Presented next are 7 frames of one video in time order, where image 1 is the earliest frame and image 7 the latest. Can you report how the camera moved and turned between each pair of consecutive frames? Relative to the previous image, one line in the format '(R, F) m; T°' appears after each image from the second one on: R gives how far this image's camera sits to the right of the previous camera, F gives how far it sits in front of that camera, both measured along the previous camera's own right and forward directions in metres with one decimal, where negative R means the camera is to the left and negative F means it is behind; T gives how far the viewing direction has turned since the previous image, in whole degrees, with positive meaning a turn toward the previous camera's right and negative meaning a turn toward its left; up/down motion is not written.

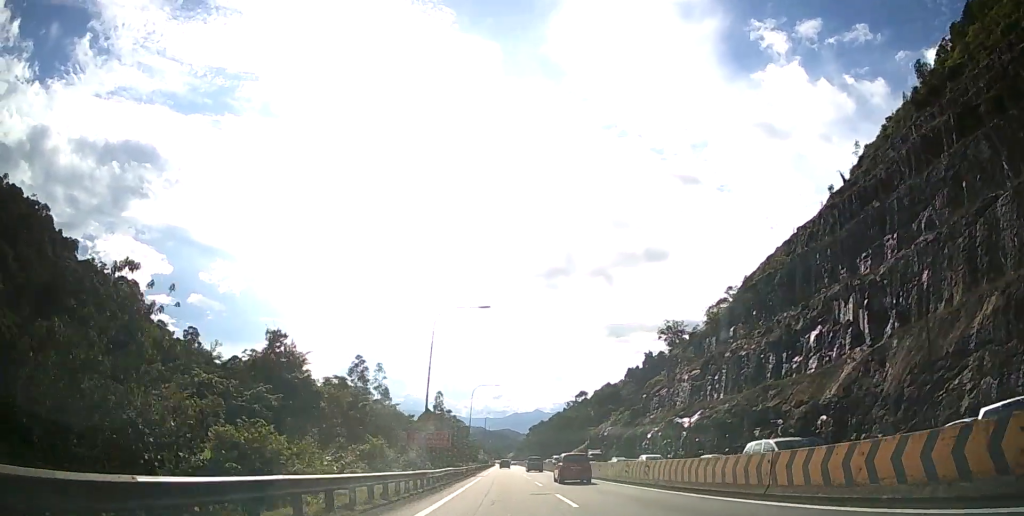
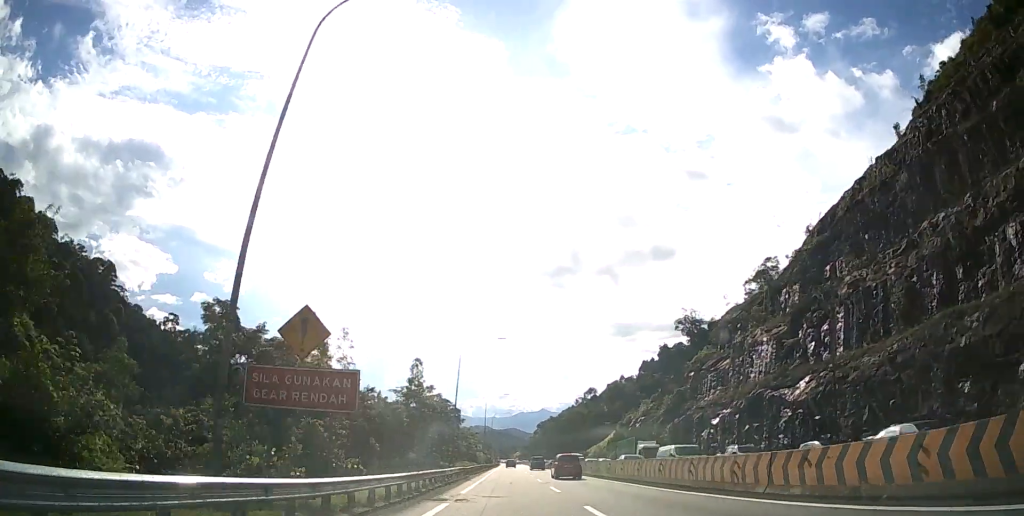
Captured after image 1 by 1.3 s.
(-0.4, +29.4) m; -1°
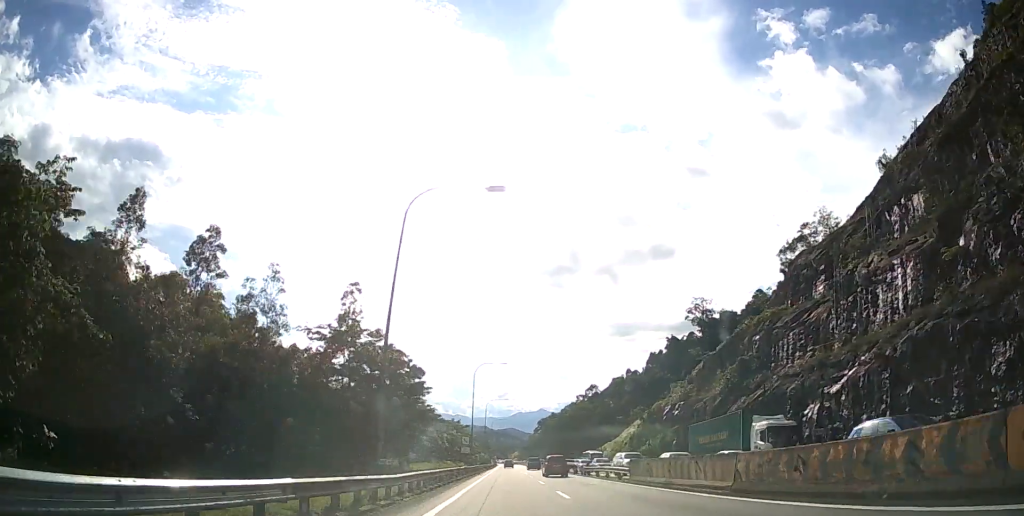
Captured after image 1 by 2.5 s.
(-0.1, +27.9) m; 0°
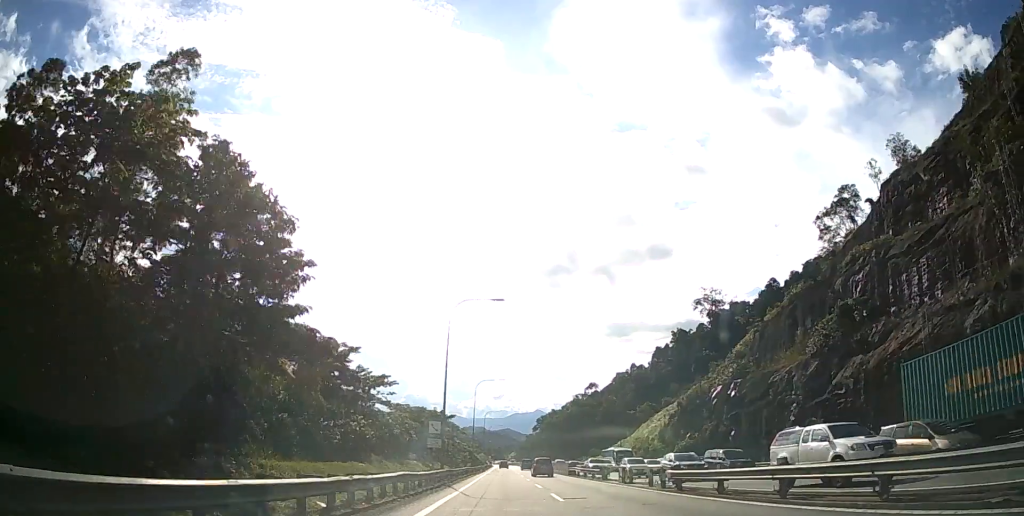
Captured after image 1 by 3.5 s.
(+0.1, +24.3) m; 0°
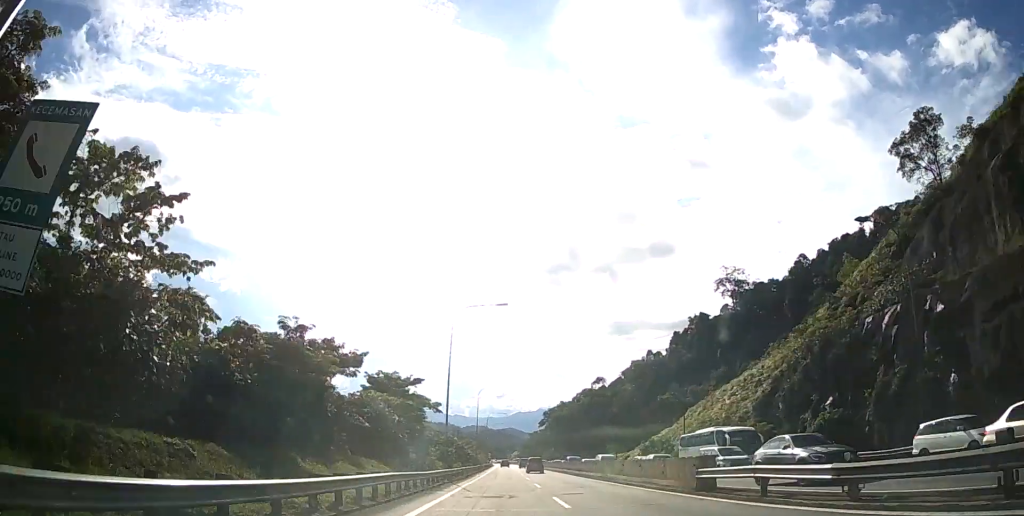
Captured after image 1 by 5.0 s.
(0.0, +35.4) m; 0°
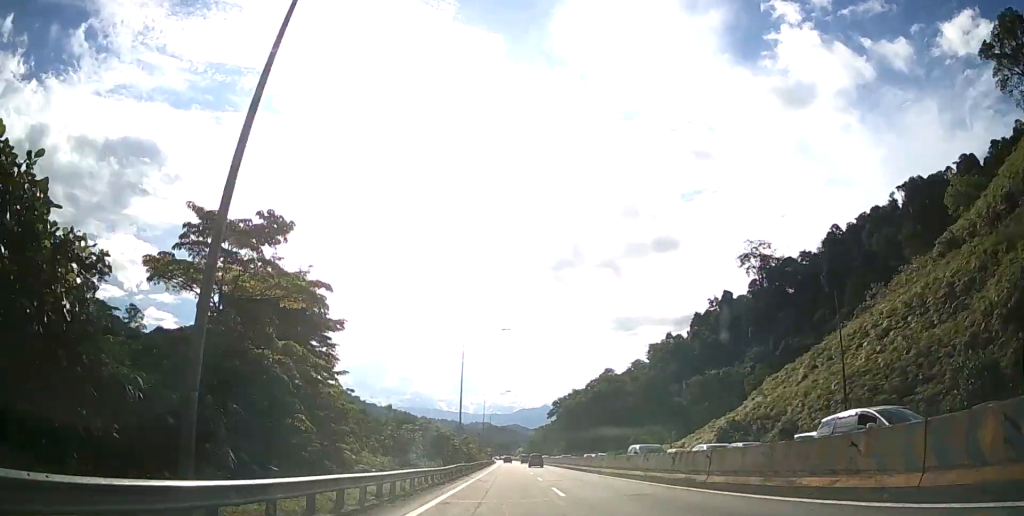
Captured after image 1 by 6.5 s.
(0.0, +33.0) m; 0°
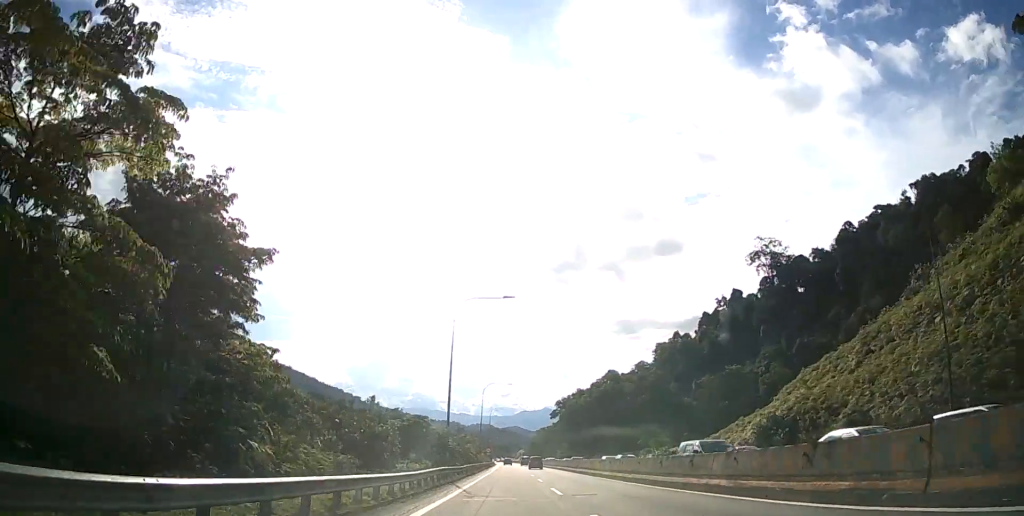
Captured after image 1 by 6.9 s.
(0.0, +10.0) m; 0°
